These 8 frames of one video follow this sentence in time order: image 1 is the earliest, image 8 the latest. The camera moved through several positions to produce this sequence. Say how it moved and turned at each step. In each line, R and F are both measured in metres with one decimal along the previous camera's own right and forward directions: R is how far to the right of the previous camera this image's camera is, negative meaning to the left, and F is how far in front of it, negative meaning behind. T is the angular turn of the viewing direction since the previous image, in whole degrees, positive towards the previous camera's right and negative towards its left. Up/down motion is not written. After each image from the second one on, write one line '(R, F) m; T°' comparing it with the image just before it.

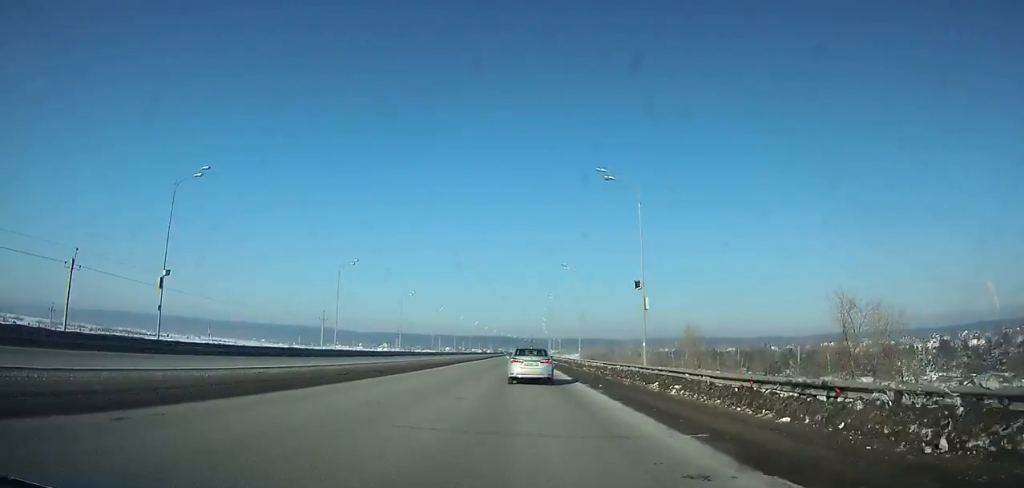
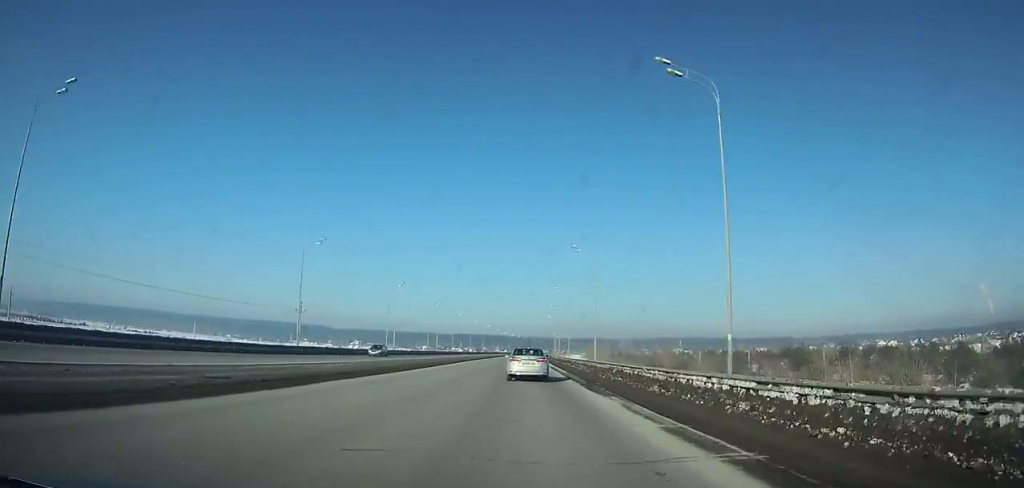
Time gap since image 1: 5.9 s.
(+1.3, +130.0) m; +1°
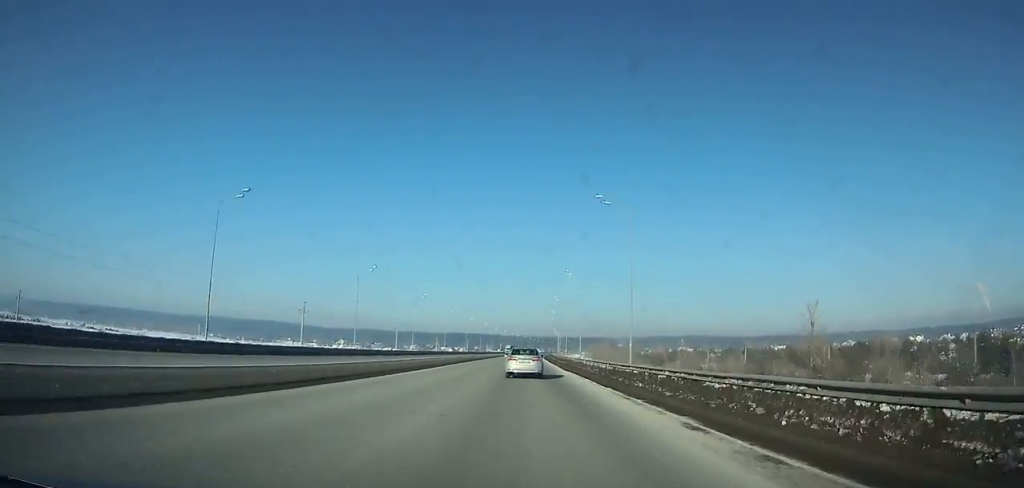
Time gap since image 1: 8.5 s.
(+0.4, +57.9) m; +1°
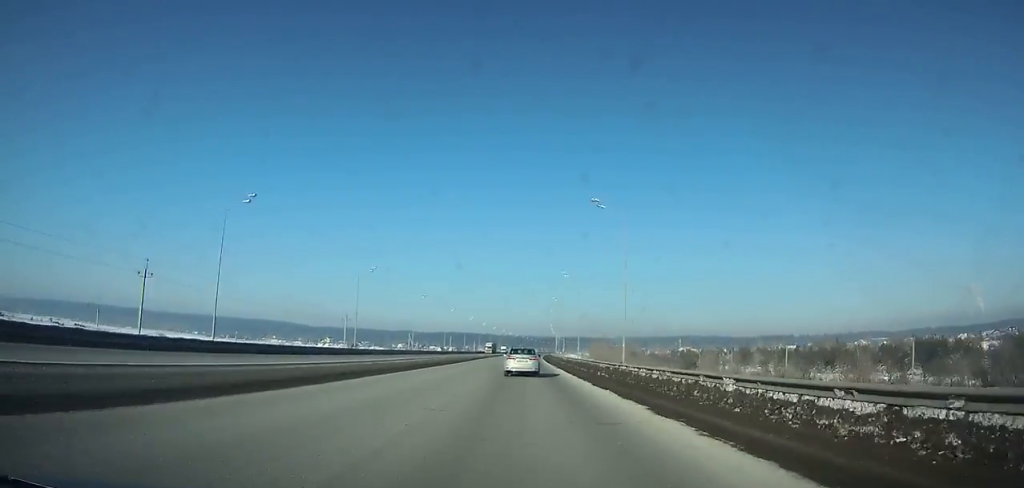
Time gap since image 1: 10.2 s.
(+0.1, +38.1) m; +1°
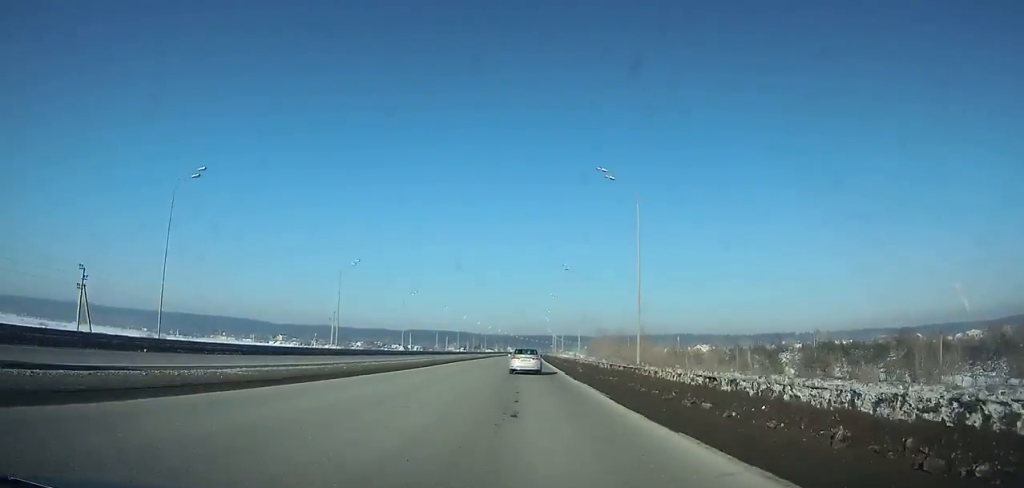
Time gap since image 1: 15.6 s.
(+2.1, +123.3) m; +2°
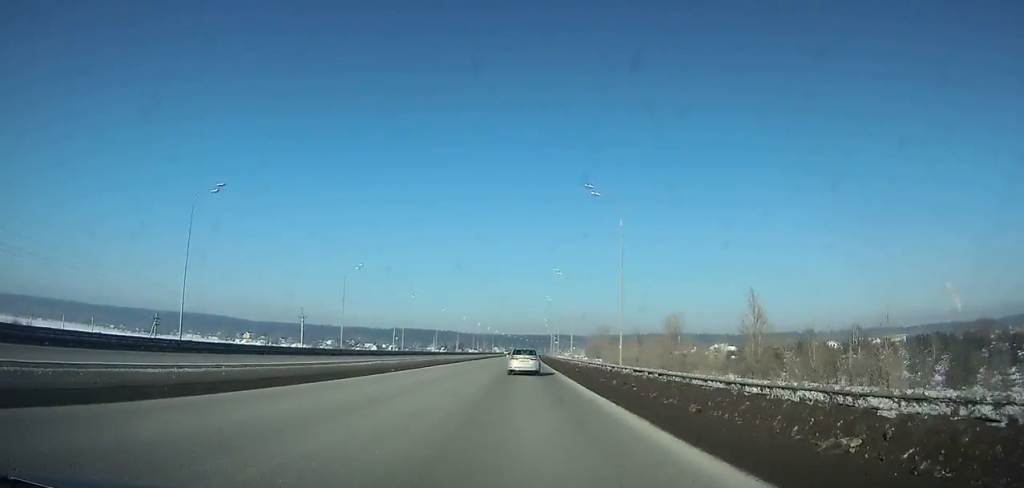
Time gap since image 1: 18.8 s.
(+0.7, +73.8) m; +1°
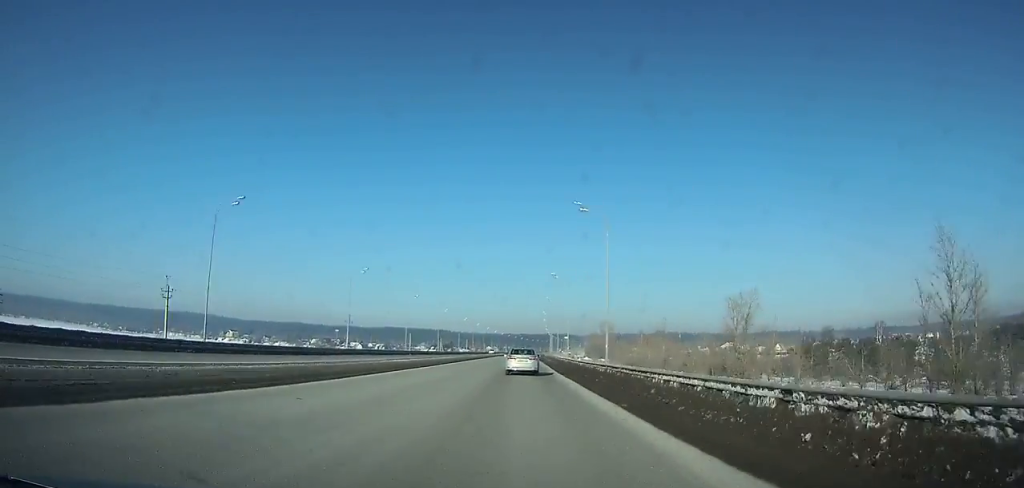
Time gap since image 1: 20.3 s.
(+0.3, +34.7) m; 0°
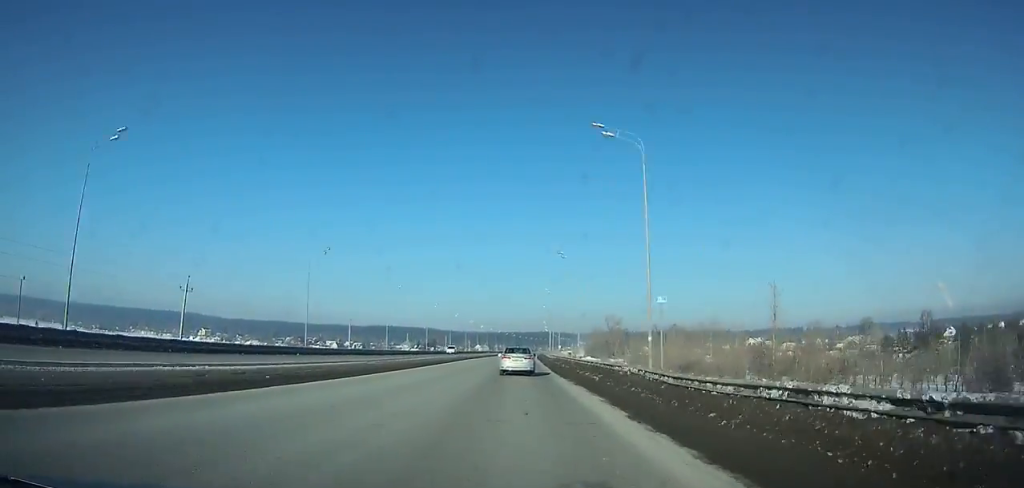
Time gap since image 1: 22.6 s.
(+0.3, +52.9) m; +1°
